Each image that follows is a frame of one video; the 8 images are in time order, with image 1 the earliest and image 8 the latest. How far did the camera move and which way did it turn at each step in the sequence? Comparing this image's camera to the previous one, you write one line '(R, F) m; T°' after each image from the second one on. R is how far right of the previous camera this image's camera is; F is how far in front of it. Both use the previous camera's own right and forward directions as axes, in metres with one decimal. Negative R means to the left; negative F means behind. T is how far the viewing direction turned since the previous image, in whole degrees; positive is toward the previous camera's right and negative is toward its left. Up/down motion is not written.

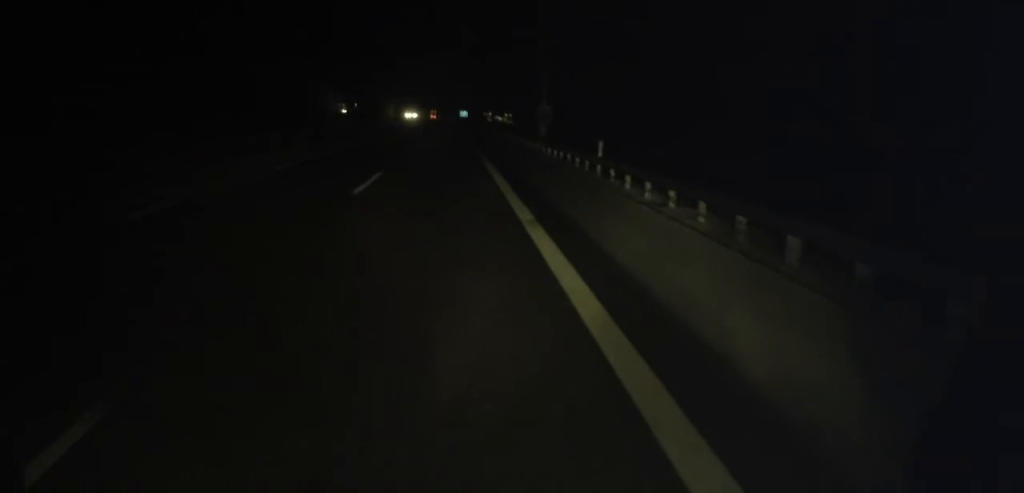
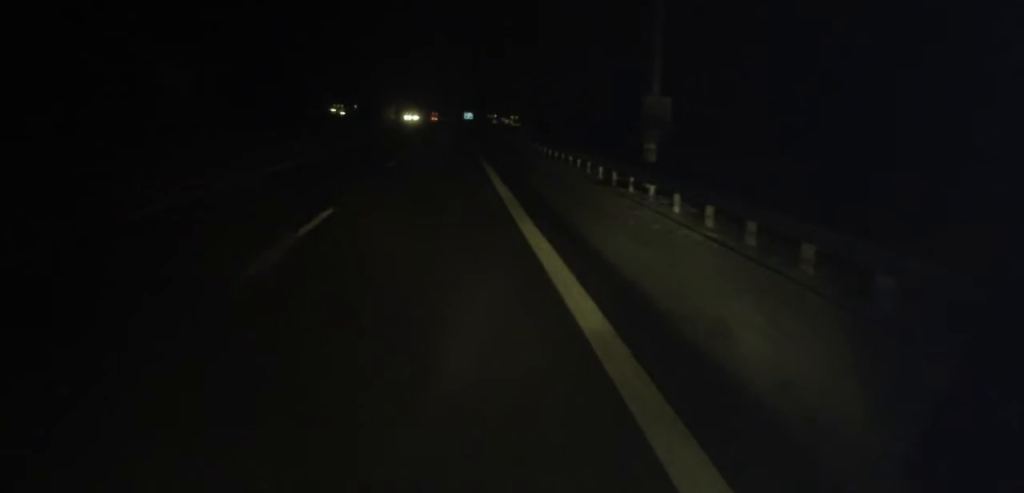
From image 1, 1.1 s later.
(+0.2, +26.6) m; +1°
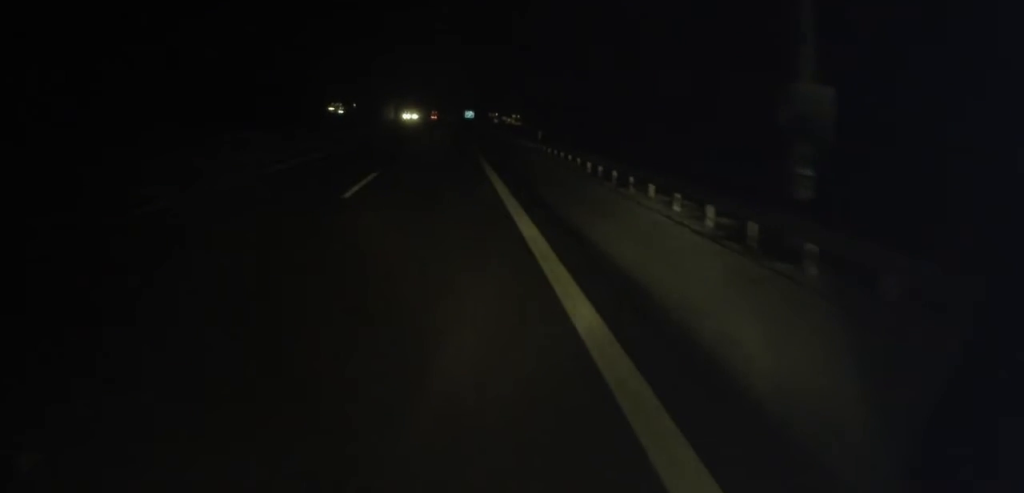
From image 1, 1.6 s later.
(+0.1, +10.2) m; 0°
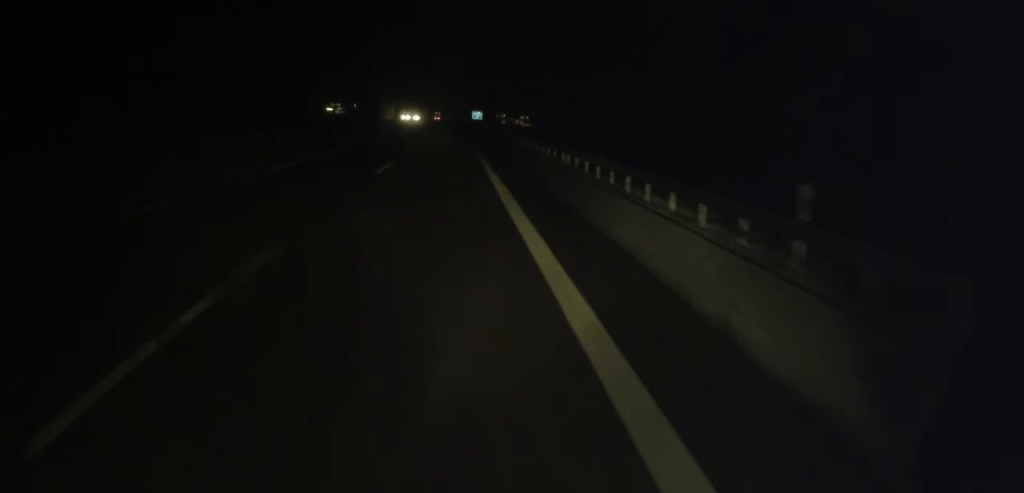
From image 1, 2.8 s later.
(-0.4, +29.6) m; -1°
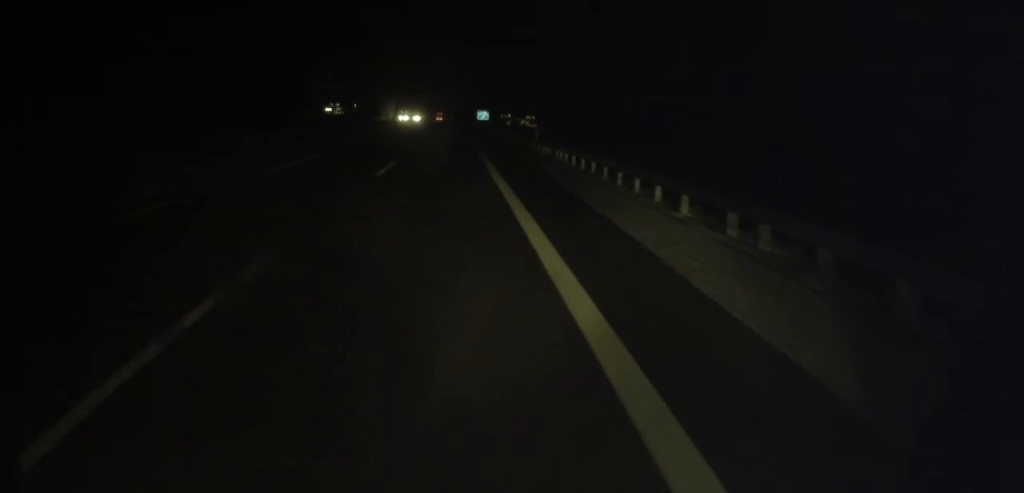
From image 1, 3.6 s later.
(-0.2, +18.7) m; 0°
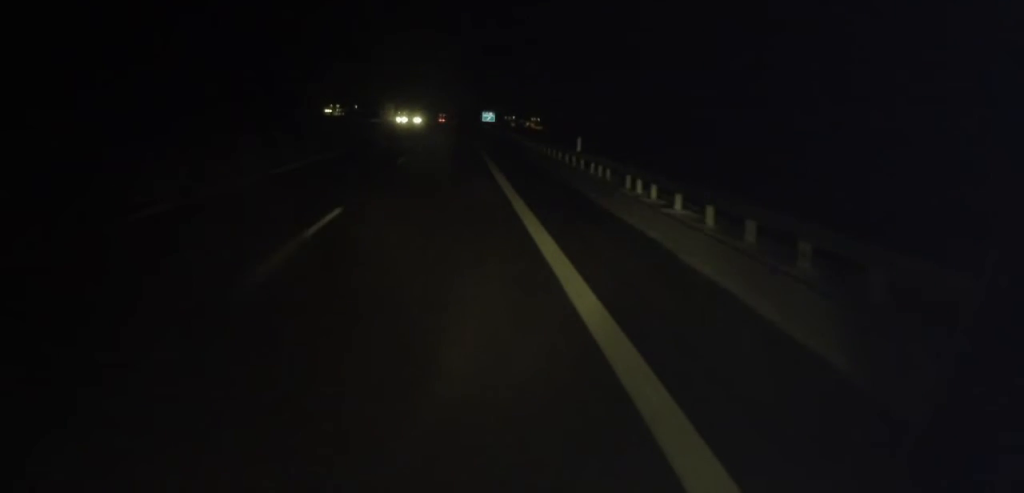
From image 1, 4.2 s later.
(+0.4, +13.2) m; 0°
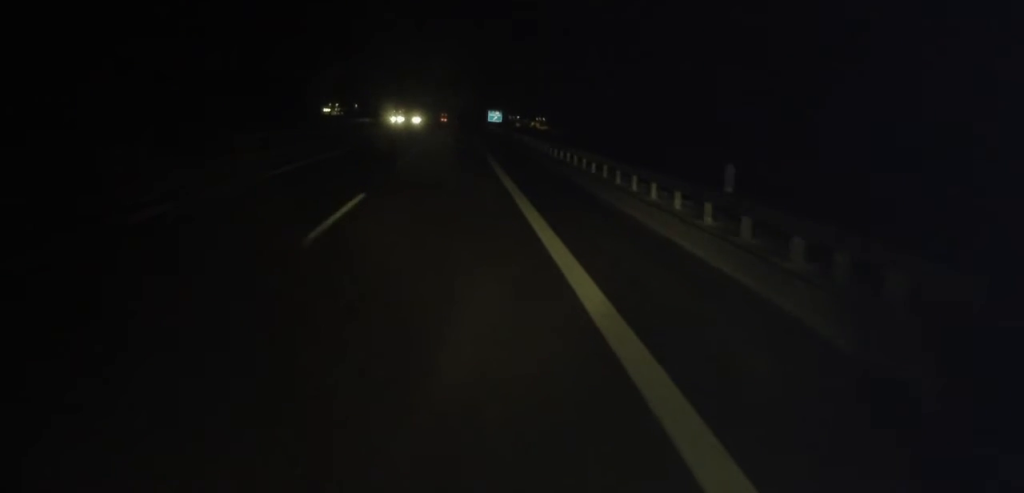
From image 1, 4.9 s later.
(-0.2, +15.6) m; -1°
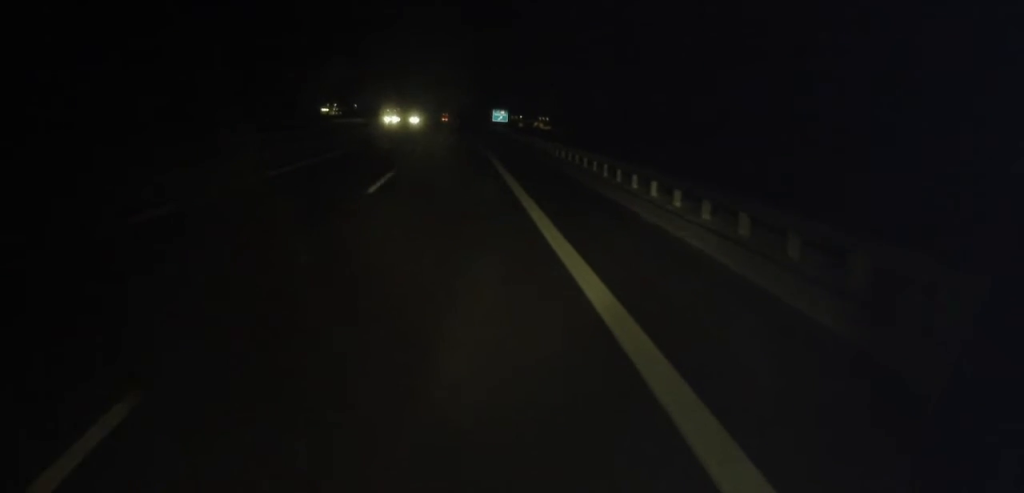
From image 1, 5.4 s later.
(-0.2, +11.7) m; -1°
